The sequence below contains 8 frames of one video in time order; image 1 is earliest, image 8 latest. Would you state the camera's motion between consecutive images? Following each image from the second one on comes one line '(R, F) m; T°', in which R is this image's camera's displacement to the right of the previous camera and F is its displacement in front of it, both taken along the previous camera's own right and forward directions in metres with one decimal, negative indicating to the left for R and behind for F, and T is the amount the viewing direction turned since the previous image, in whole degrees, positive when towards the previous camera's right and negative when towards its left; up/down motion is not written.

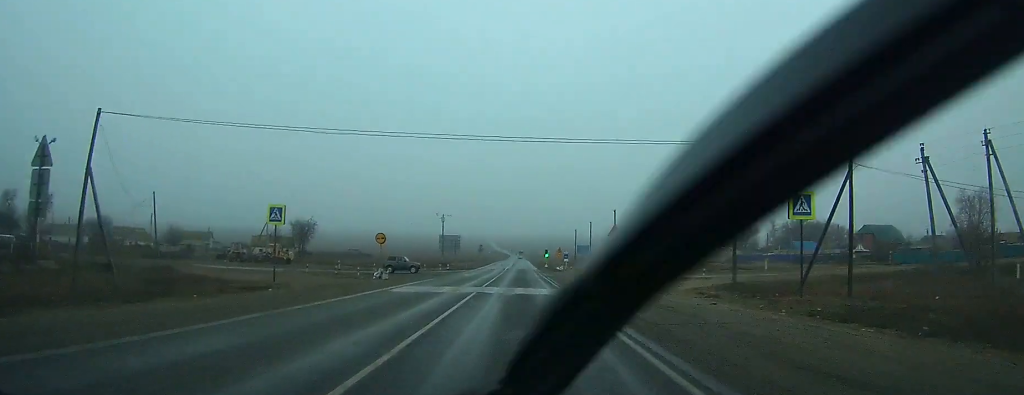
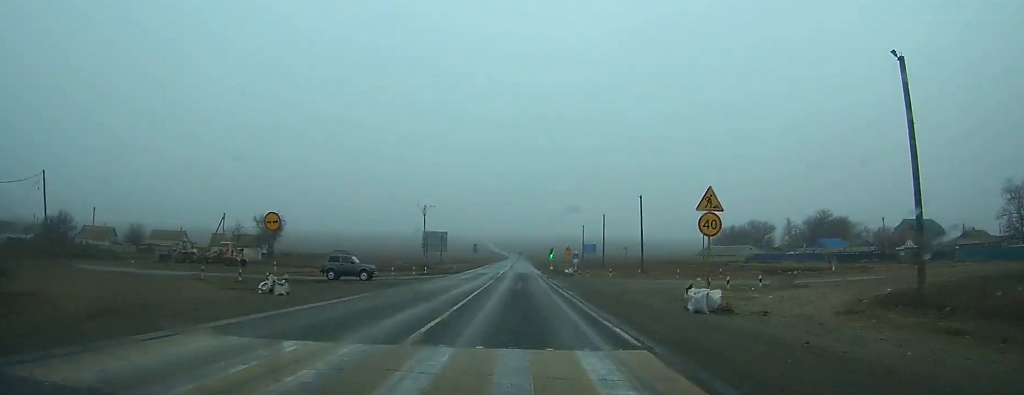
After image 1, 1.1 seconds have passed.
(0.0, +17.1) m; 0°
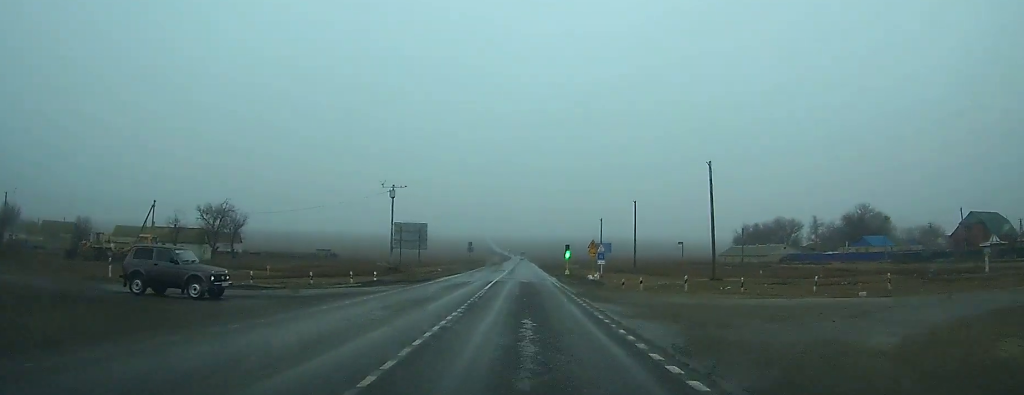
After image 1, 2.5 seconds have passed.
(+0.1, +20.8) m; 0°
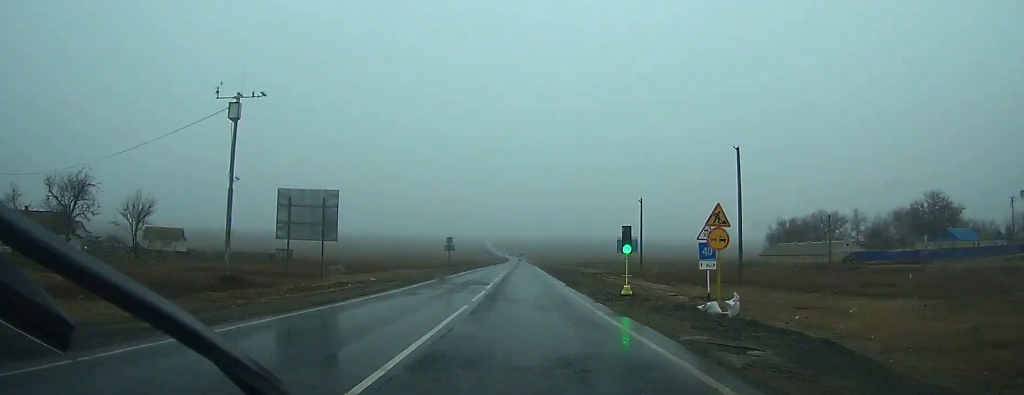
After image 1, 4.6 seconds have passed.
(-0.2, +31.4) m; 0°
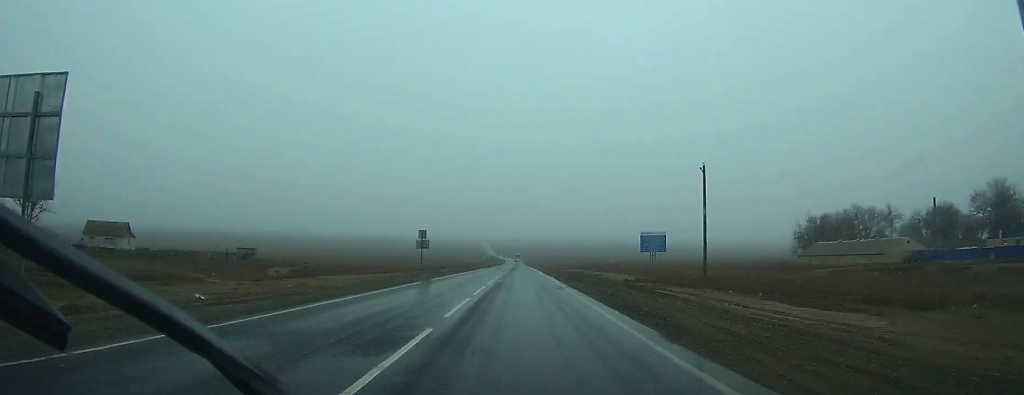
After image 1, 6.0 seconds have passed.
(+0.1, +23.4) m; 0°
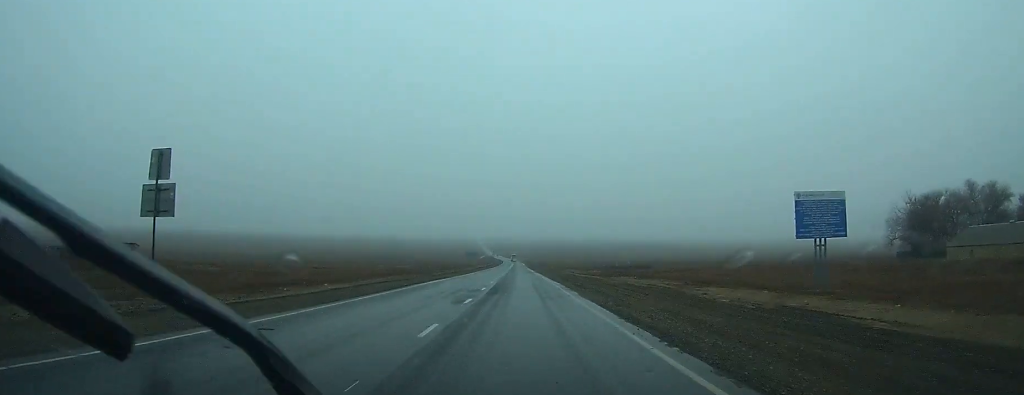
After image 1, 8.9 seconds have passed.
(+0.3, +49.9) m; +1°
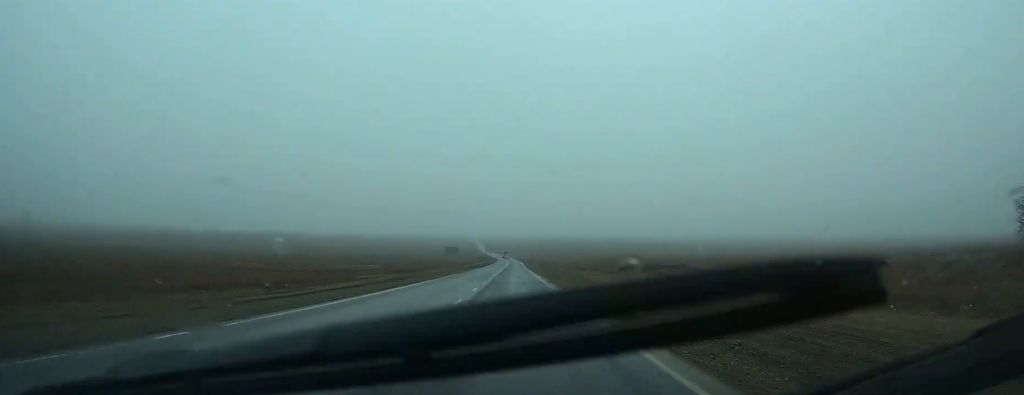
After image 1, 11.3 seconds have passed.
(+0.1, +39.4) m; 0°
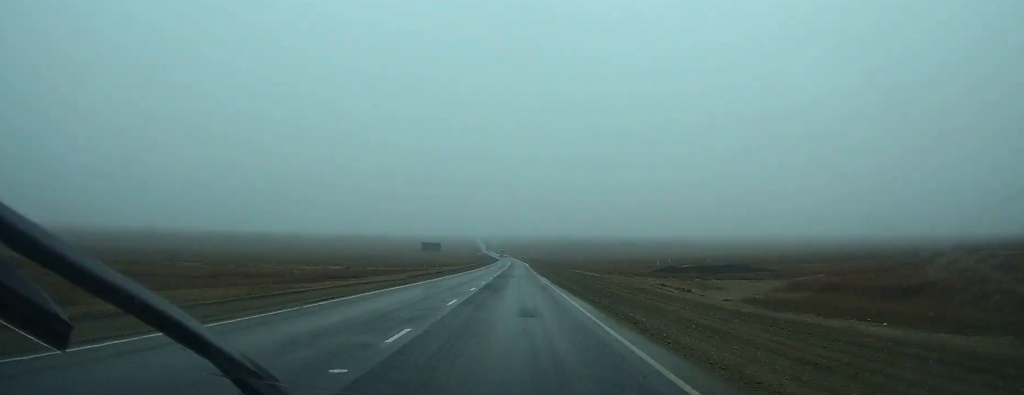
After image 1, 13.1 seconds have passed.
(0.0, +31.6) m; 0°
